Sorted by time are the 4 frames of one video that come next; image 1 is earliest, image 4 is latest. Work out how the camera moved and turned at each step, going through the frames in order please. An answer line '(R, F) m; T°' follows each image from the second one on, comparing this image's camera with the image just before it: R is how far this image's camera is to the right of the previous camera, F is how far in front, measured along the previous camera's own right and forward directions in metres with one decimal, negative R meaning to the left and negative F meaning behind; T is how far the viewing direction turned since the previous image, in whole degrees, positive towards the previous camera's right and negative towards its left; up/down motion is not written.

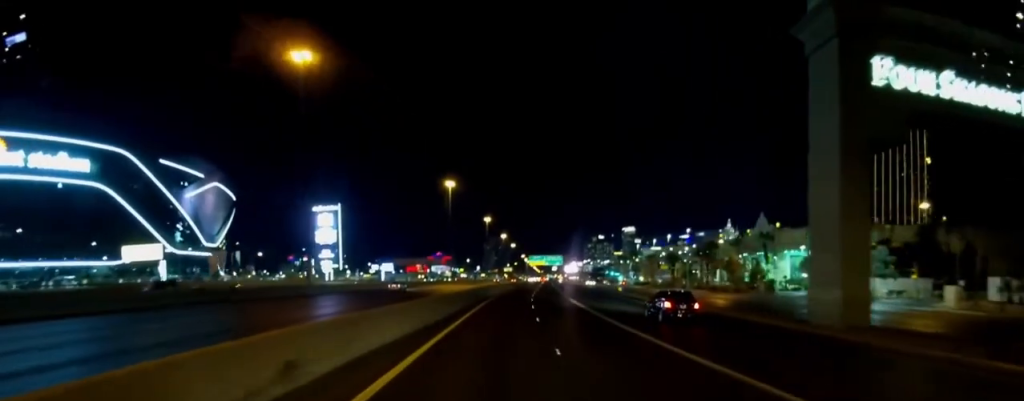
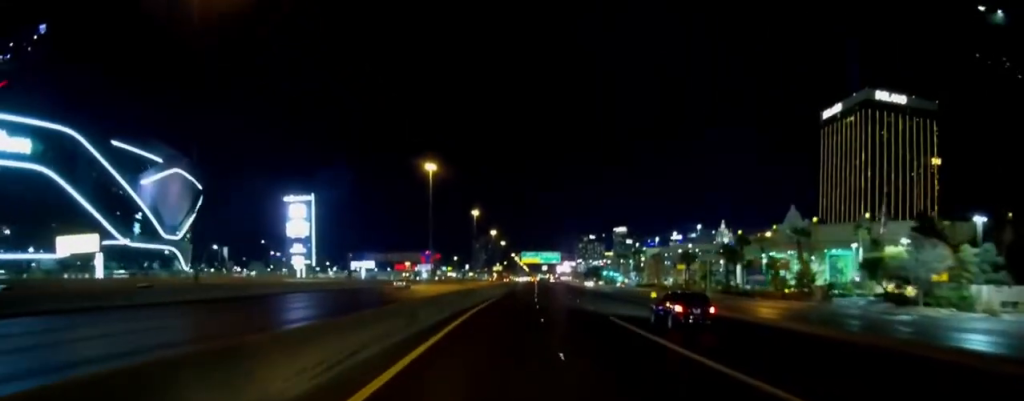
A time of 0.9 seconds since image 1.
(+0.2, +25.2) m; +2°
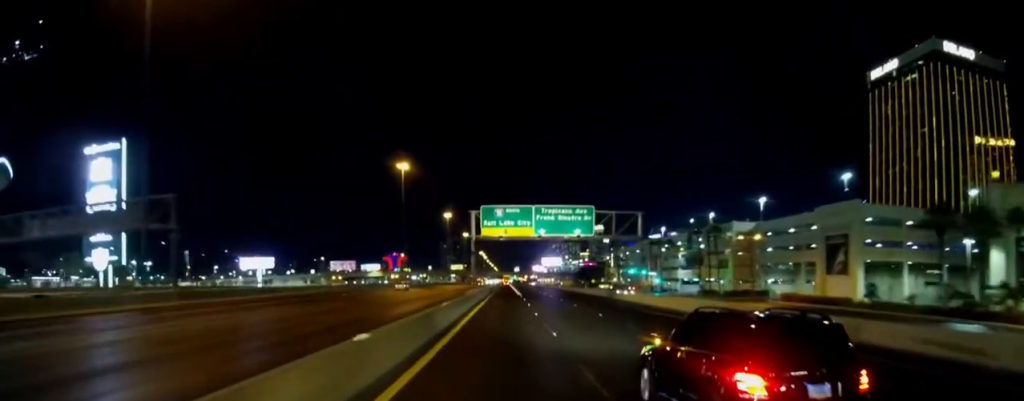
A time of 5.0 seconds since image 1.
(+3.4, +115.0) m; +3°
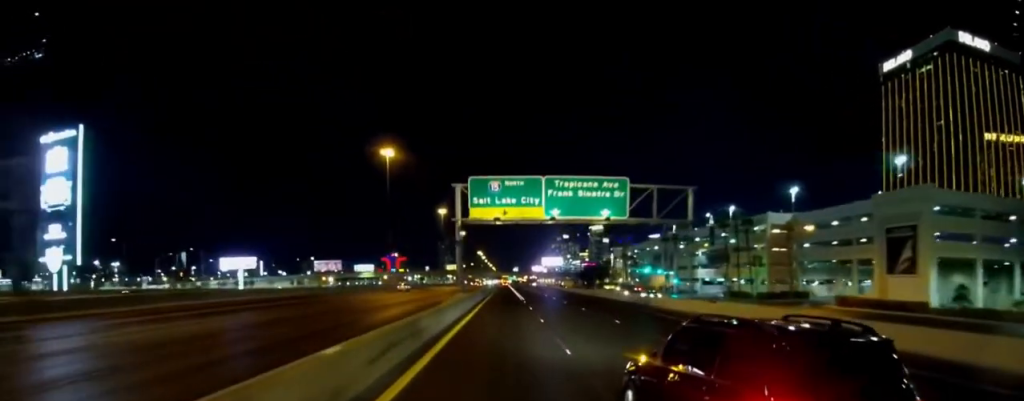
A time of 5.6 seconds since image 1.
(+0.2, +17.6) m; 0°
